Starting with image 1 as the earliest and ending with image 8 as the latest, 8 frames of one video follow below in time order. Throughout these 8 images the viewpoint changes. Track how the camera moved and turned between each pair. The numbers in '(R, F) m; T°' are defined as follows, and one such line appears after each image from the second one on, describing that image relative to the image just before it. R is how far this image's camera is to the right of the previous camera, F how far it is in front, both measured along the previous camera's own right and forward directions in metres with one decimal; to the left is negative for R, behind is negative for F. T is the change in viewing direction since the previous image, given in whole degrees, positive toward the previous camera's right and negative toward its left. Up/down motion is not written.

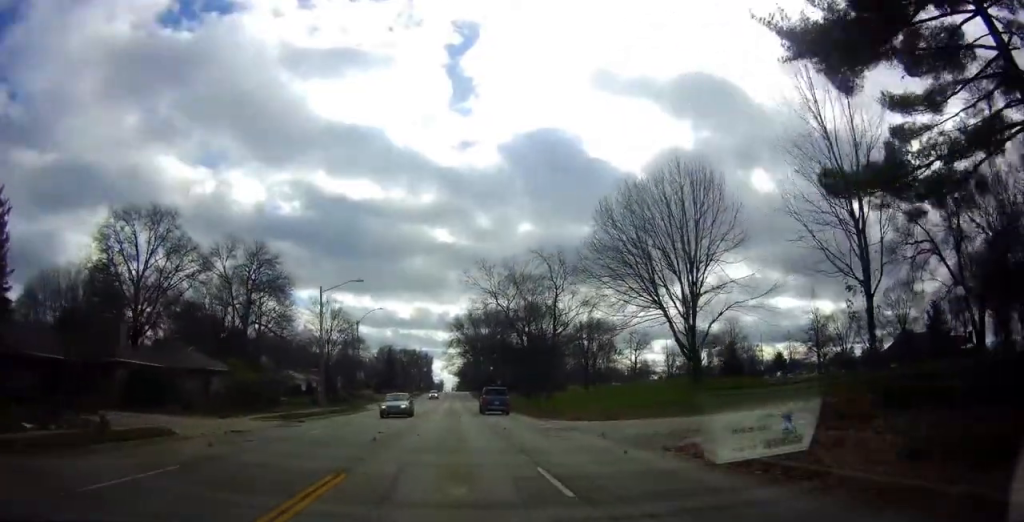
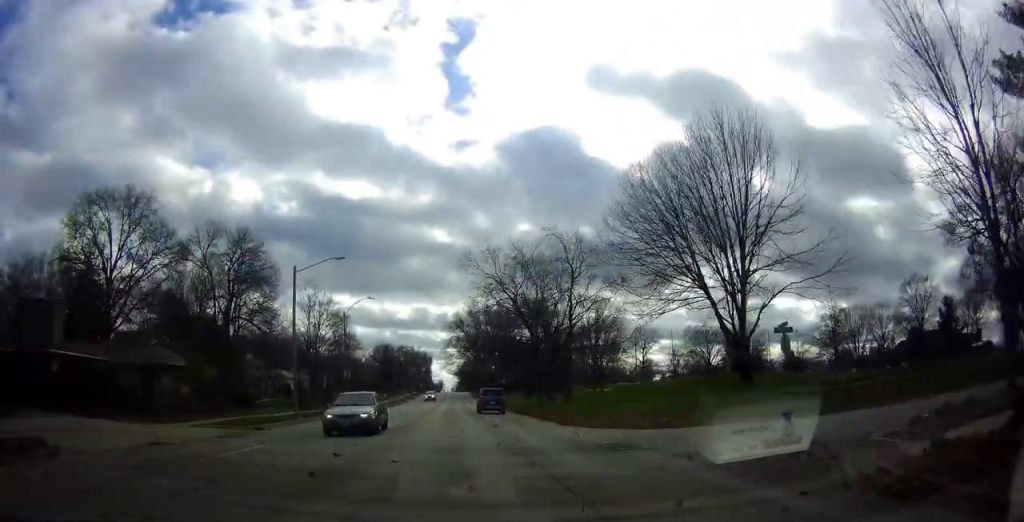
(0.0, +7.4) m; 0°
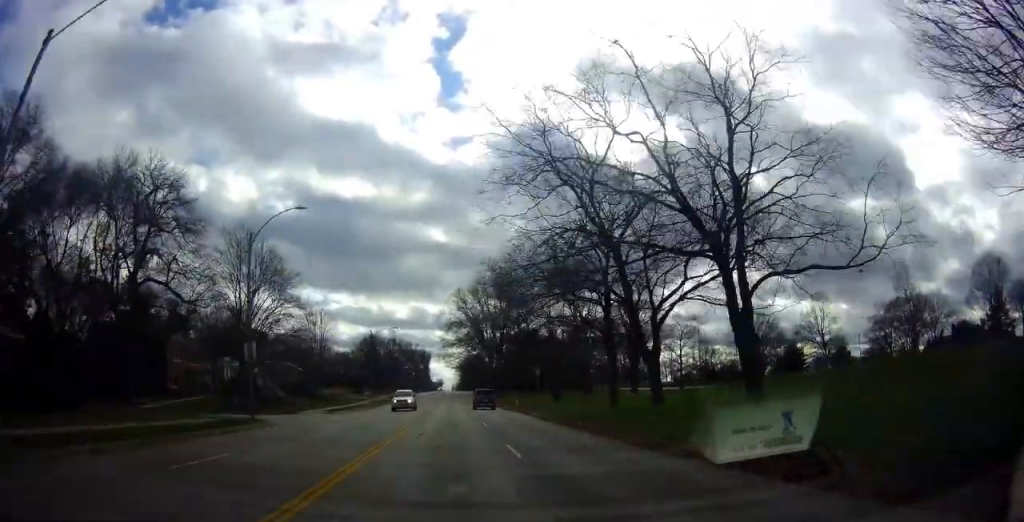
(-0.3, +25.2) m; -1°
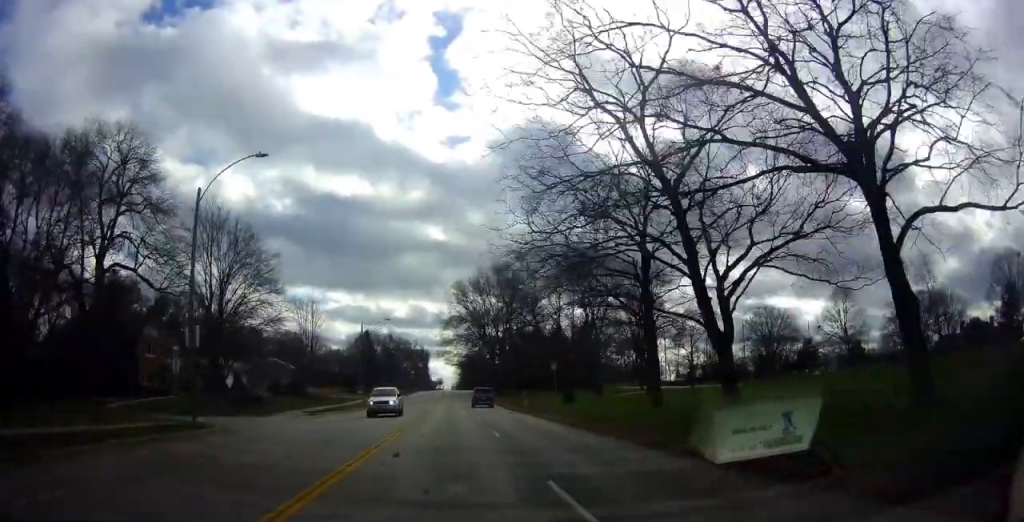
(-0.1, +6.9) m; 0°
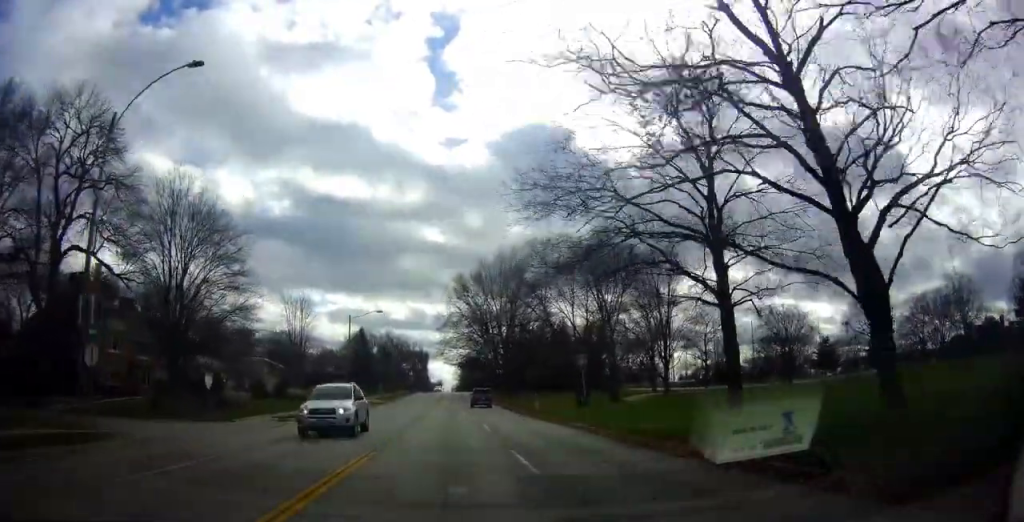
(0.0, +7.4) m; 0°
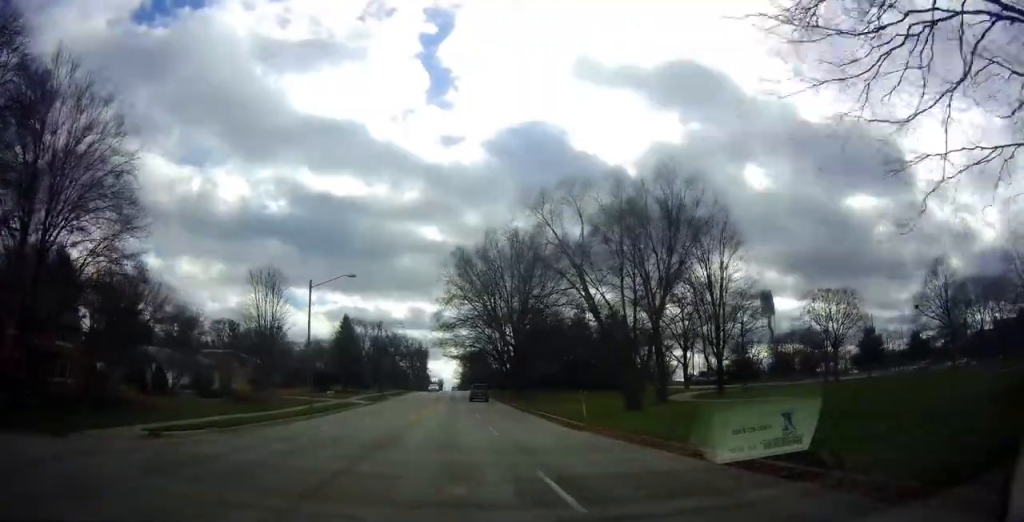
(+0.2, +16.3) m; +1°
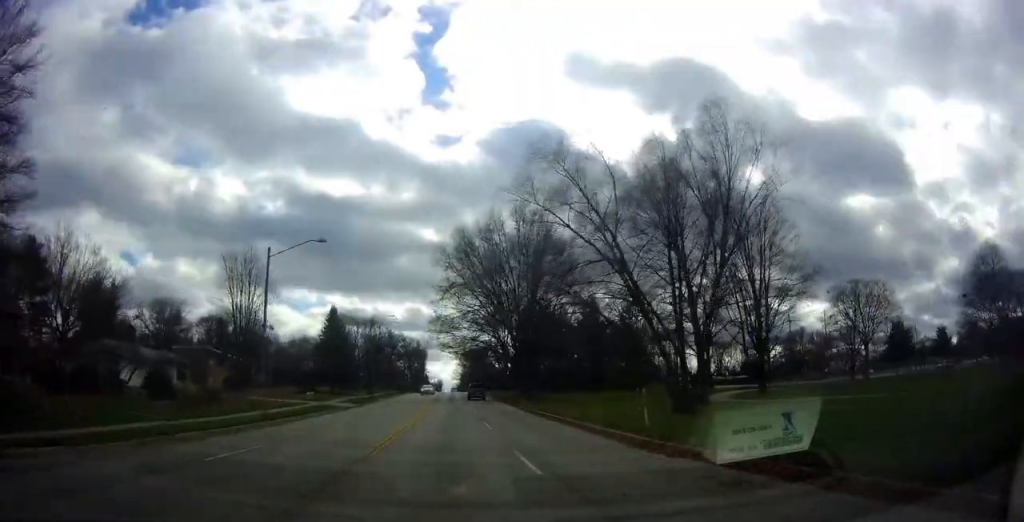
(0.0, +8.7) m; 0°
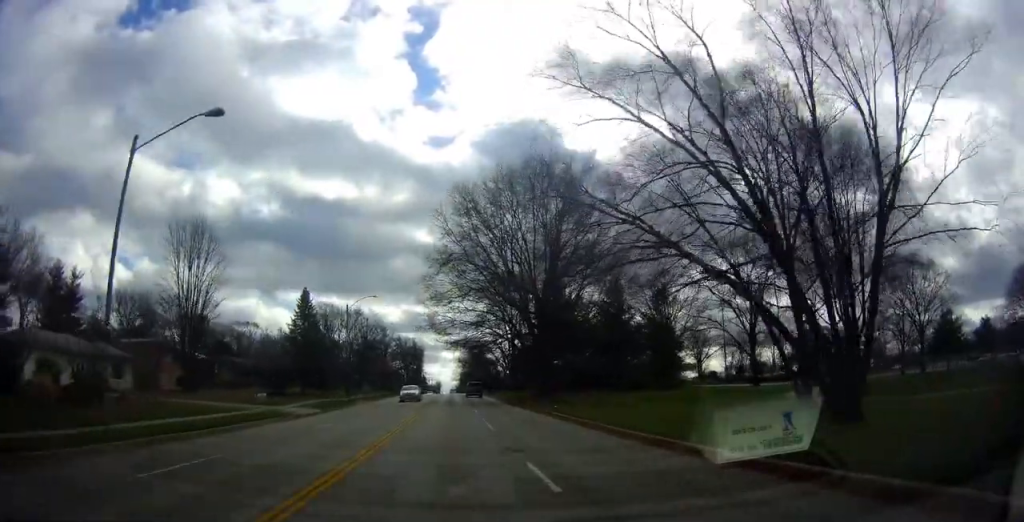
(0.0, +14.6) m; -1°
